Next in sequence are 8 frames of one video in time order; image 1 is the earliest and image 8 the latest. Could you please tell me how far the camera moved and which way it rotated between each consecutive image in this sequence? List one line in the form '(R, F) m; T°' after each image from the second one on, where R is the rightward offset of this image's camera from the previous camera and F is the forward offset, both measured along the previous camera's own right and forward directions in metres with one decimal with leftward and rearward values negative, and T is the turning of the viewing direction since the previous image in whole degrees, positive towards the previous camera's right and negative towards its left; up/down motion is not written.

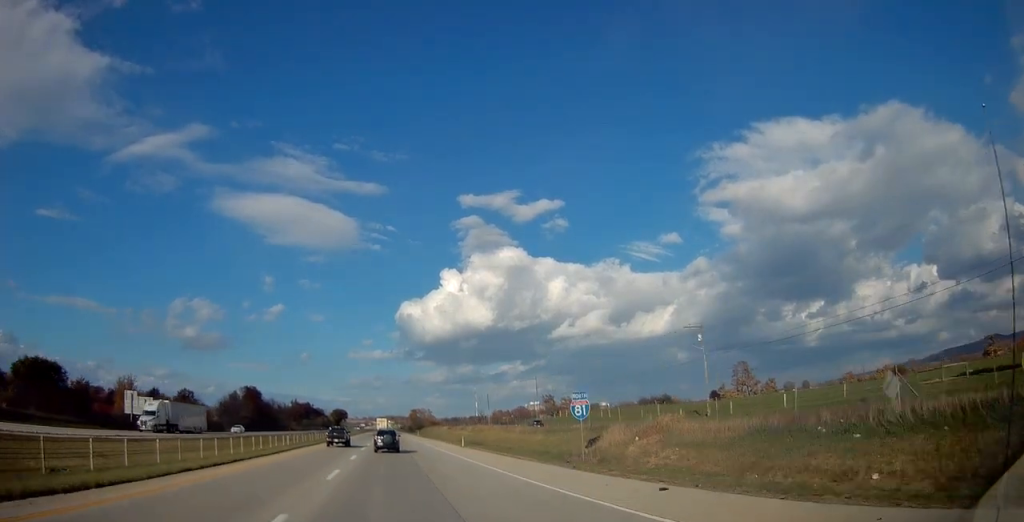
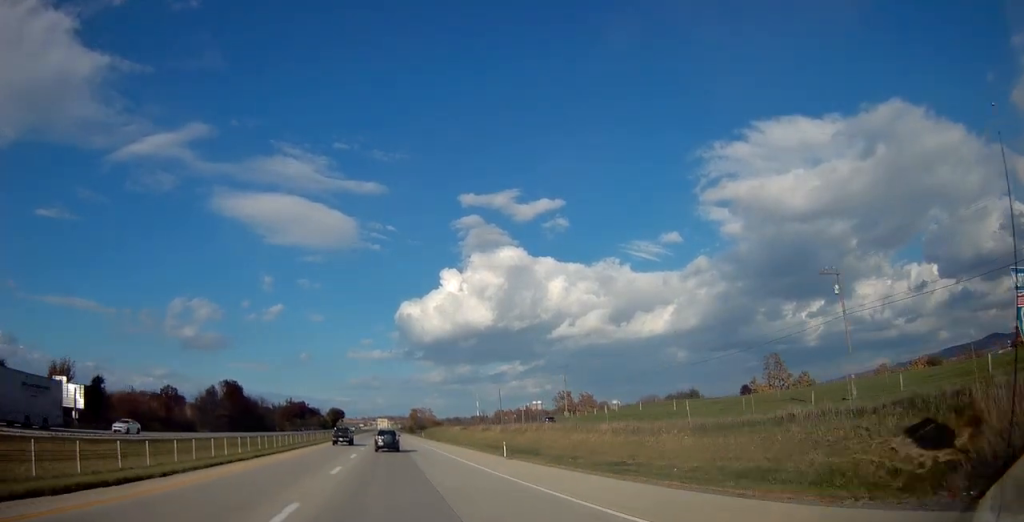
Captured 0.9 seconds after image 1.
(0.0, +22.3) m; 0°
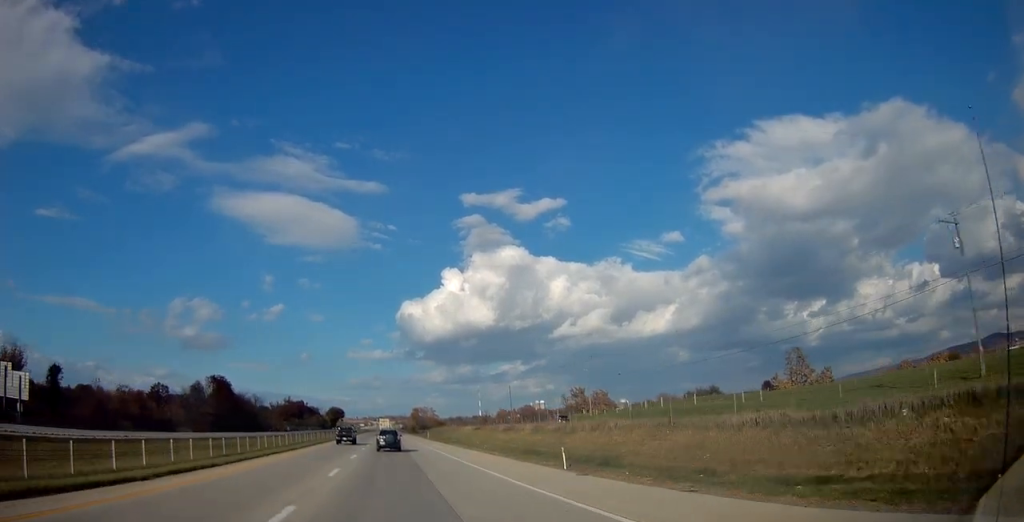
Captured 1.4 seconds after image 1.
(0.0, +12.9) m; 0°
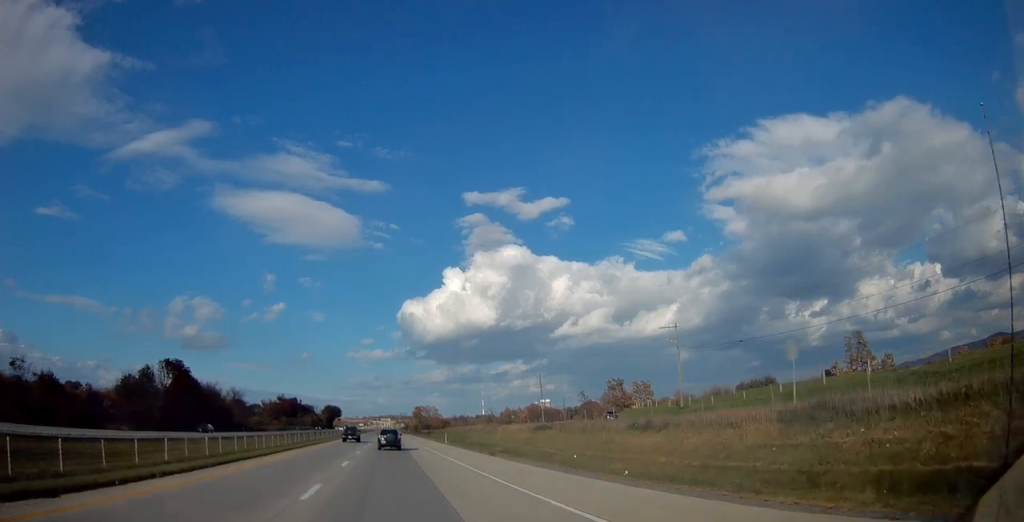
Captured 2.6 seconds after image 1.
(+0.2, +31.9) m; 0°
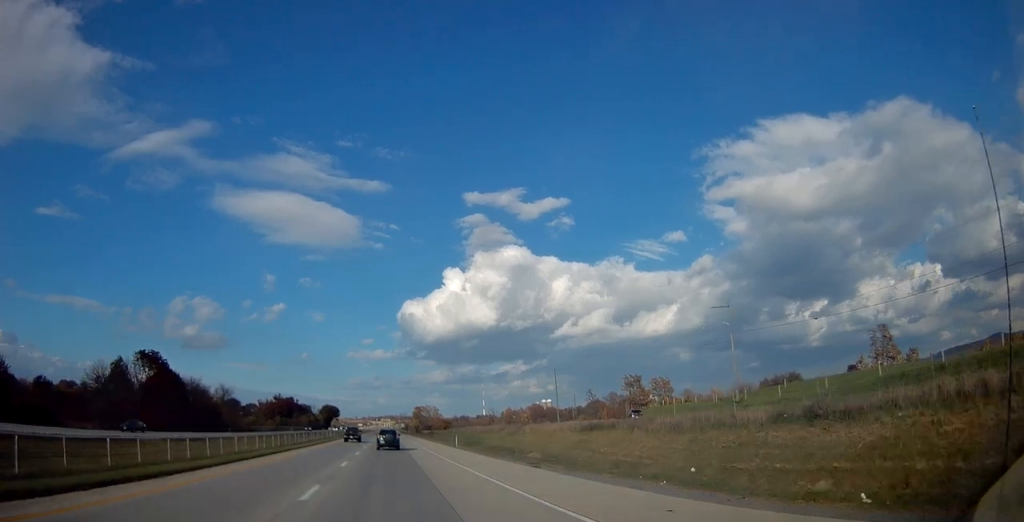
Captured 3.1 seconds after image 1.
(+0.2, +12.0) m; 0°
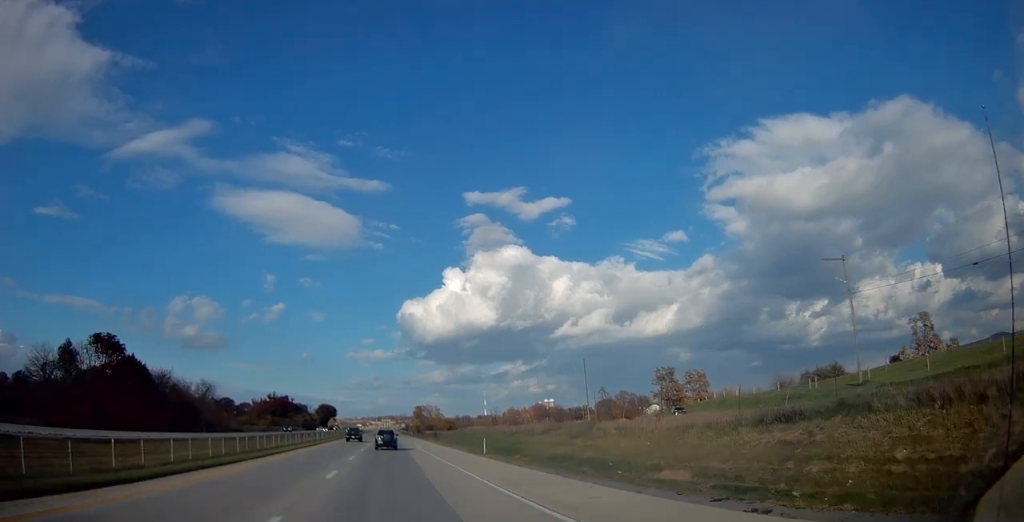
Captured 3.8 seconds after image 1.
(-0.3, +18.0) m; 0°
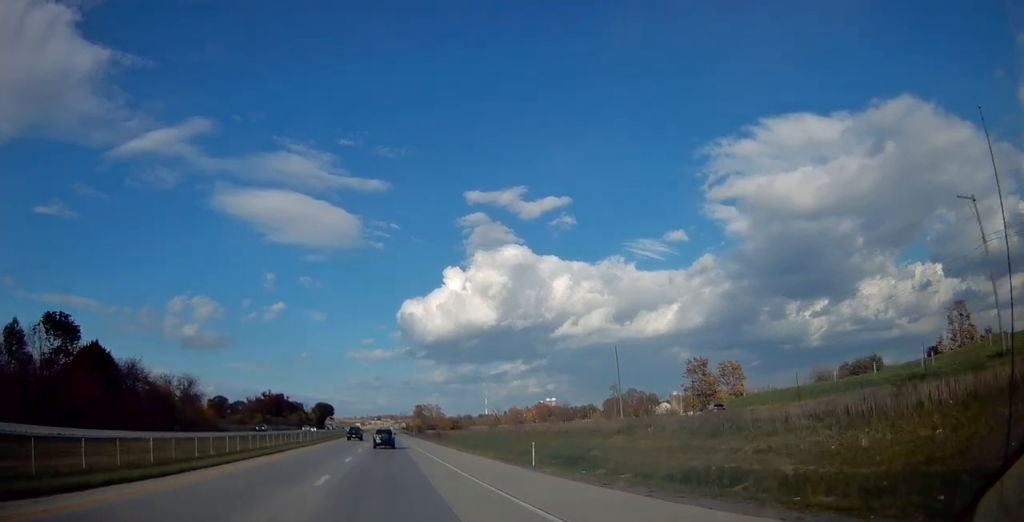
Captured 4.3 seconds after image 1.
(-0.1, +14.7) m; 0°
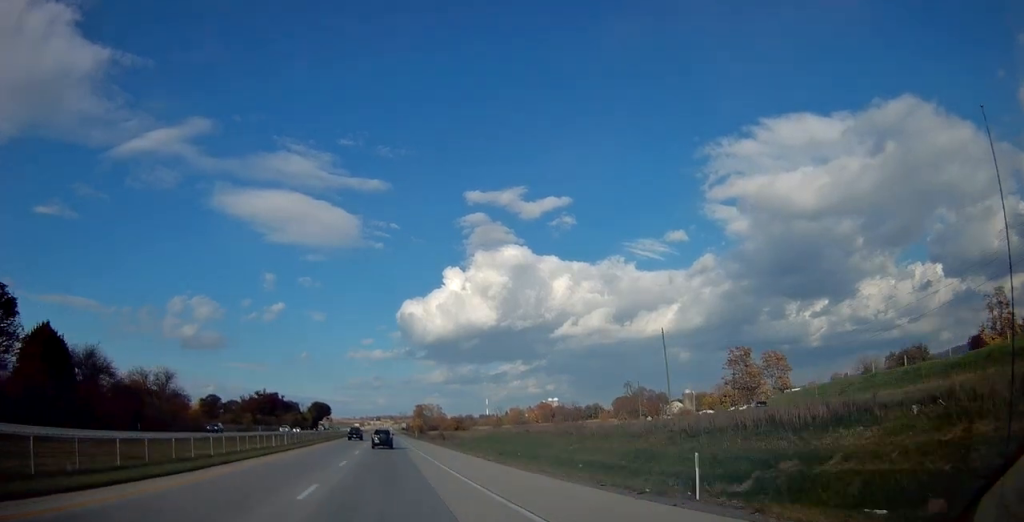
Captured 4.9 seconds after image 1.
(+0.3, +15.6) m; 0°
